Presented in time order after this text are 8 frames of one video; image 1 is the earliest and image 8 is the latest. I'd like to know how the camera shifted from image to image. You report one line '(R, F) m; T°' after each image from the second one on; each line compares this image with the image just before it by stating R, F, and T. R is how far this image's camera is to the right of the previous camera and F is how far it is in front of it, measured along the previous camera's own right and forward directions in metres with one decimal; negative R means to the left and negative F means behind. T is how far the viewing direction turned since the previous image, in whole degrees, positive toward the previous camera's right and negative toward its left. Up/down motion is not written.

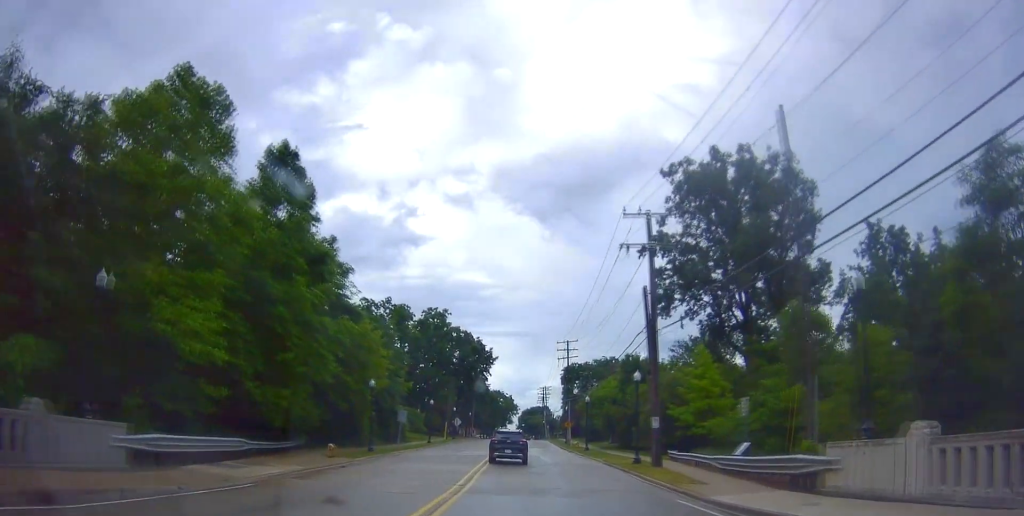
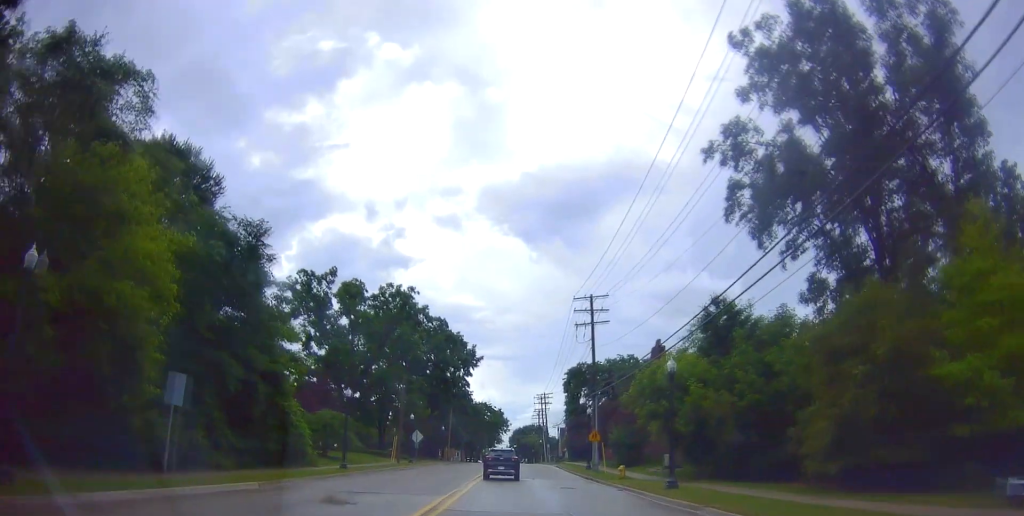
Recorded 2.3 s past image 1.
(-0.6, +27.6) m; -1°
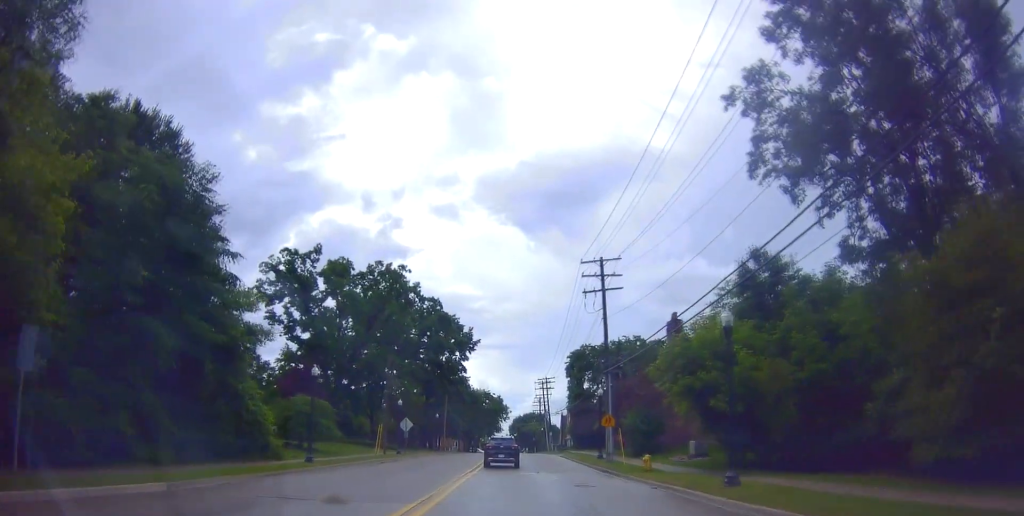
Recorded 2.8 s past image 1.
(-0.1, +5.5) m; -1°
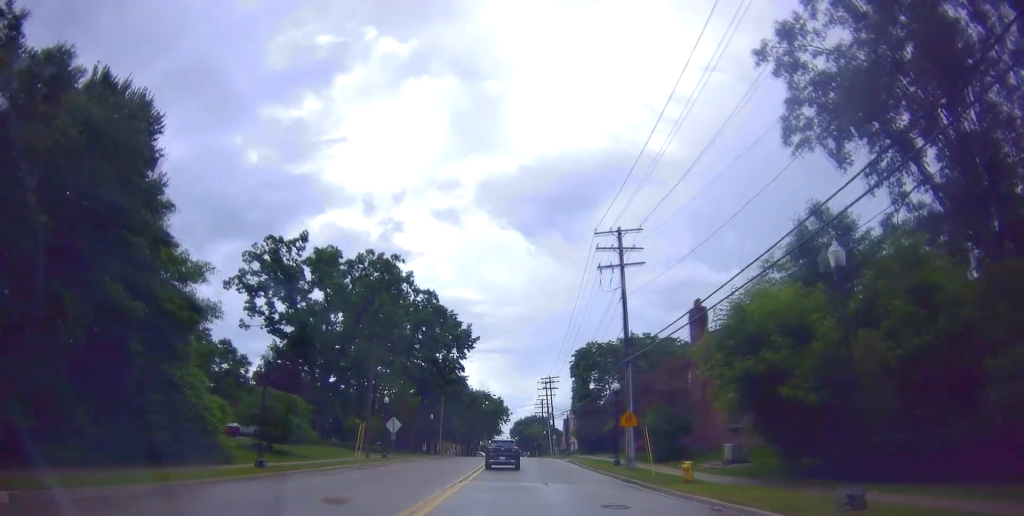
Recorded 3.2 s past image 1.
(0.0, +5.5) m; 0°
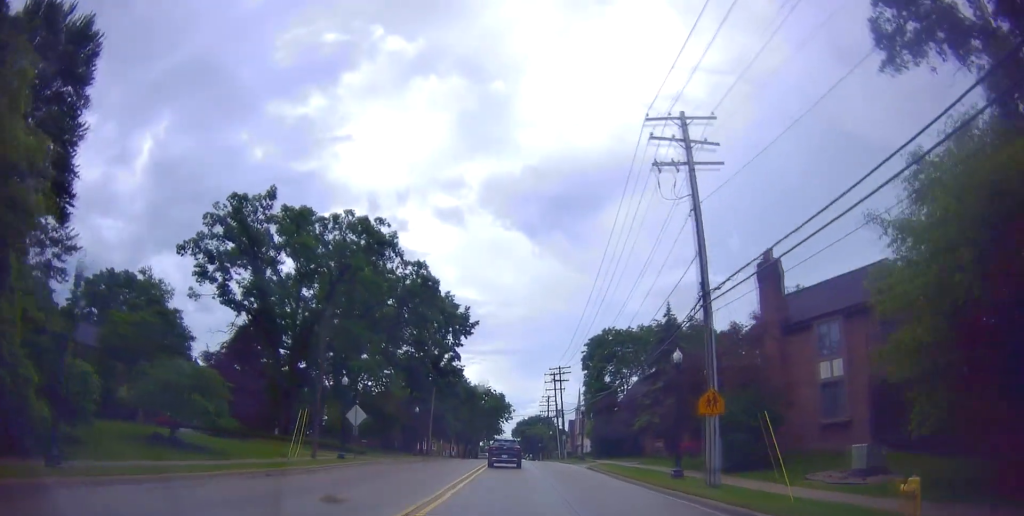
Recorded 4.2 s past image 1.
(-0.1, +10.9) m; +1°
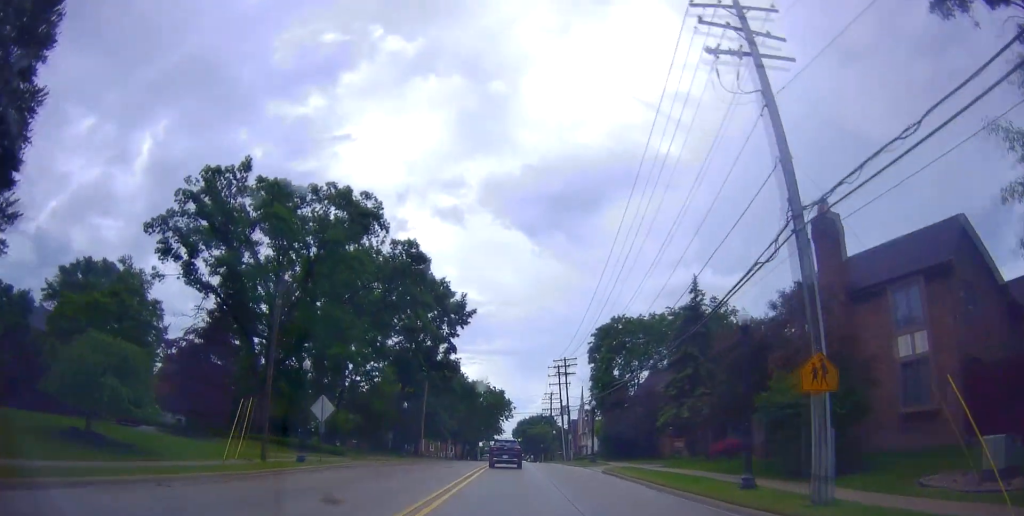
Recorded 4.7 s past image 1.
(+0.2, +5.8) m; 0°
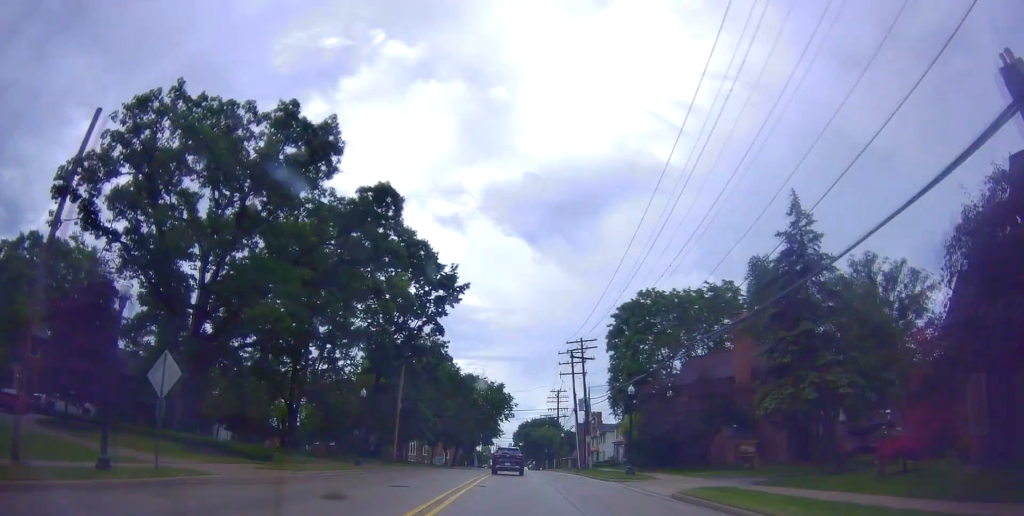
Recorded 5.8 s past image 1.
(-0.1, +13.2) m; +1°
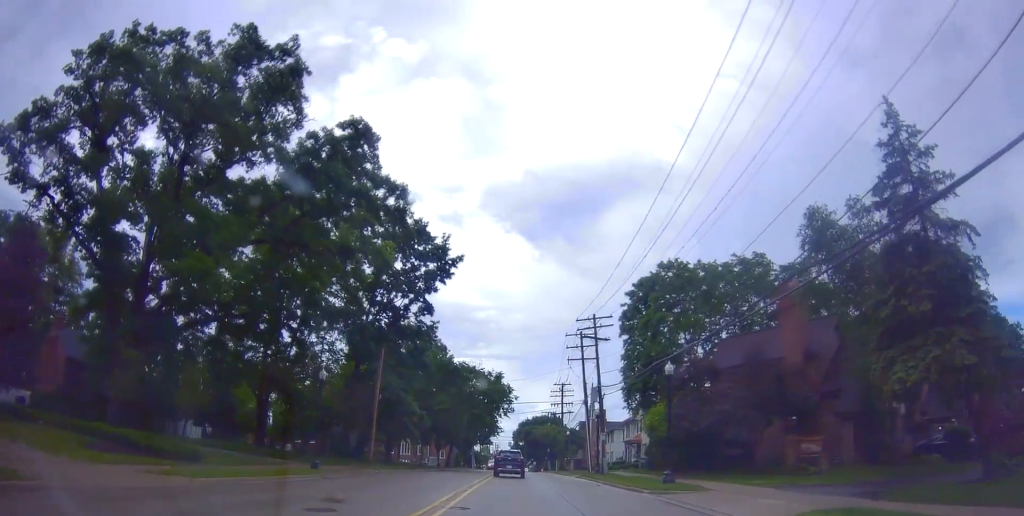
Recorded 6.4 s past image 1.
(+0.1, +7.3) m; 0°
